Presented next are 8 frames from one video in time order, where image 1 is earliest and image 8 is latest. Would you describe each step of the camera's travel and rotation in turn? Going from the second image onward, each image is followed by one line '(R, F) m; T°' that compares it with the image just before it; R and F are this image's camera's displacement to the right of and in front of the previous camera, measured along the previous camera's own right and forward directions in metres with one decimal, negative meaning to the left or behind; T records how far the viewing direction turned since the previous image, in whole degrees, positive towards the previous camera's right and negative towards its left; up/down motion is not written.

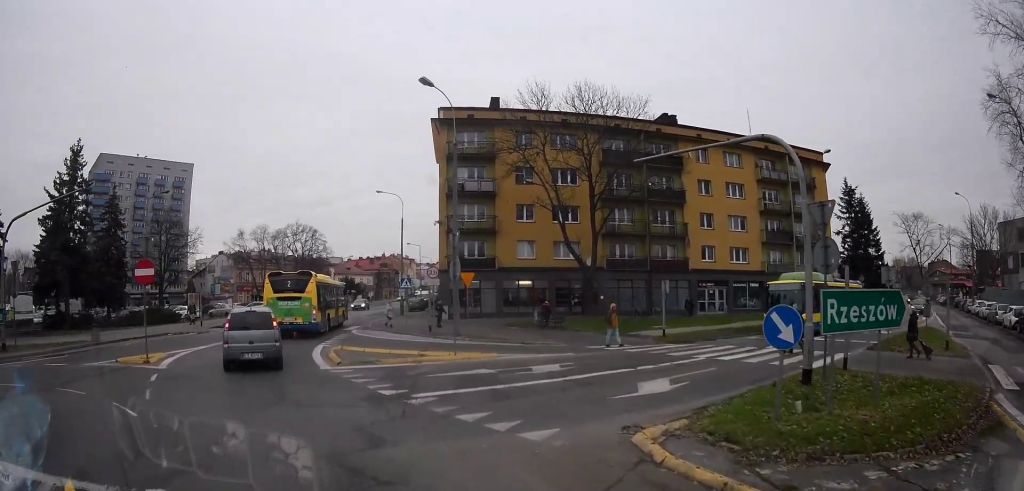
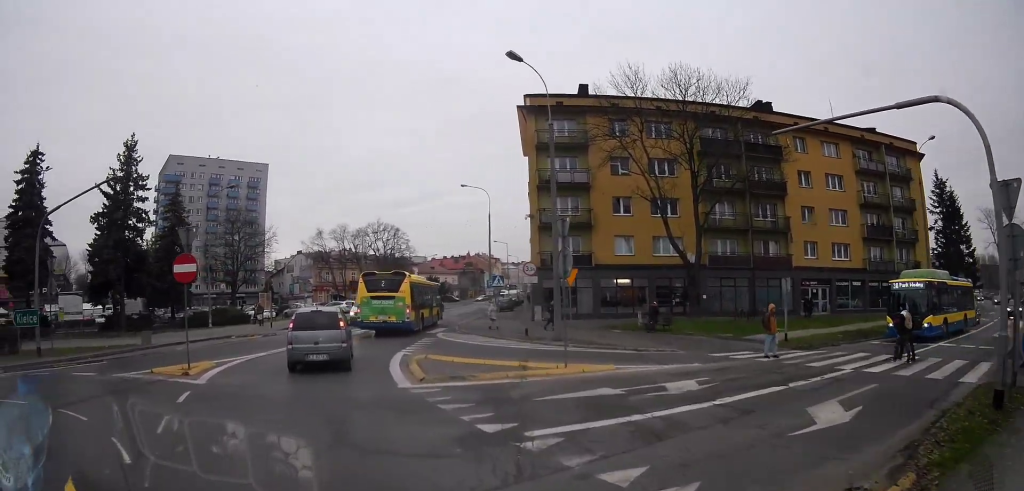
(-0.2, +2.5) m; -6°
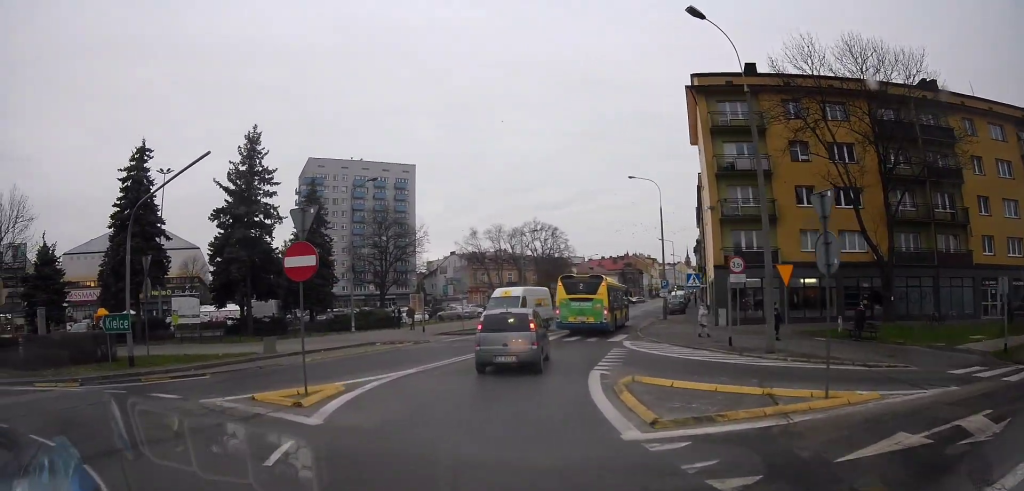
(0.0, +2.8) m; -17°
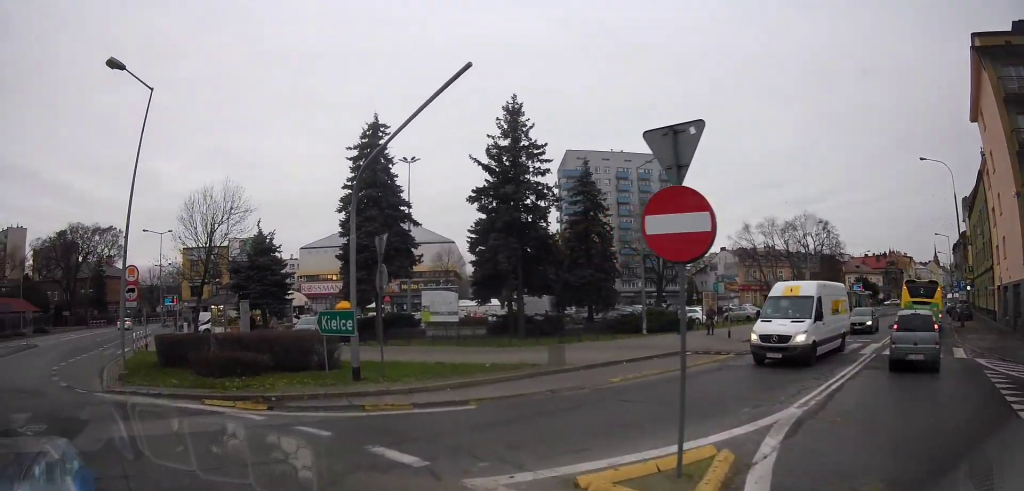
(-1.7, +4.5) m; -29°
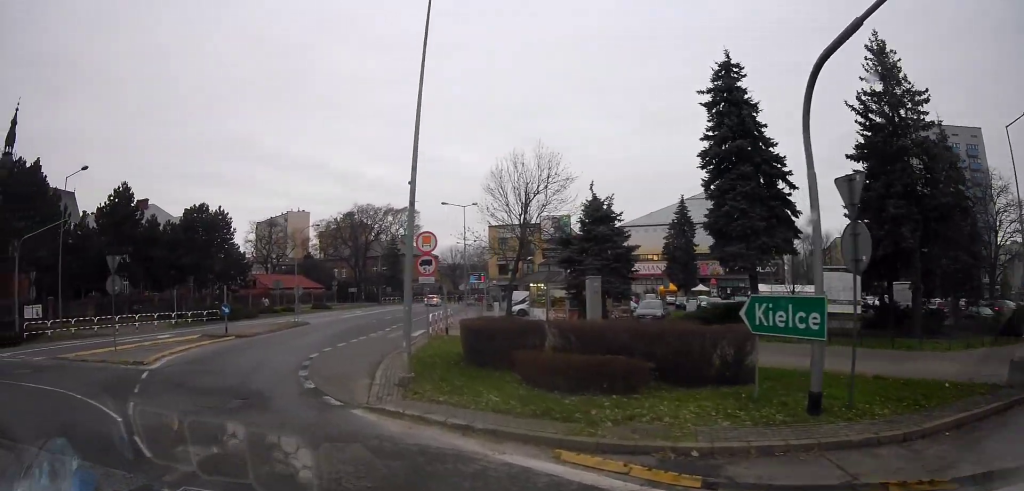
(-0.9, +6.0) m; -28°
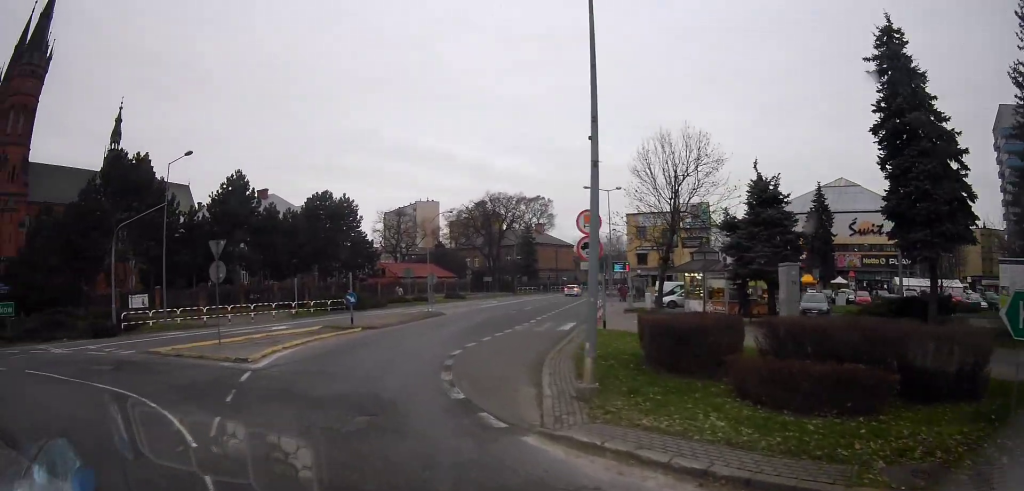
(-0.1, +2.5) m; -21°
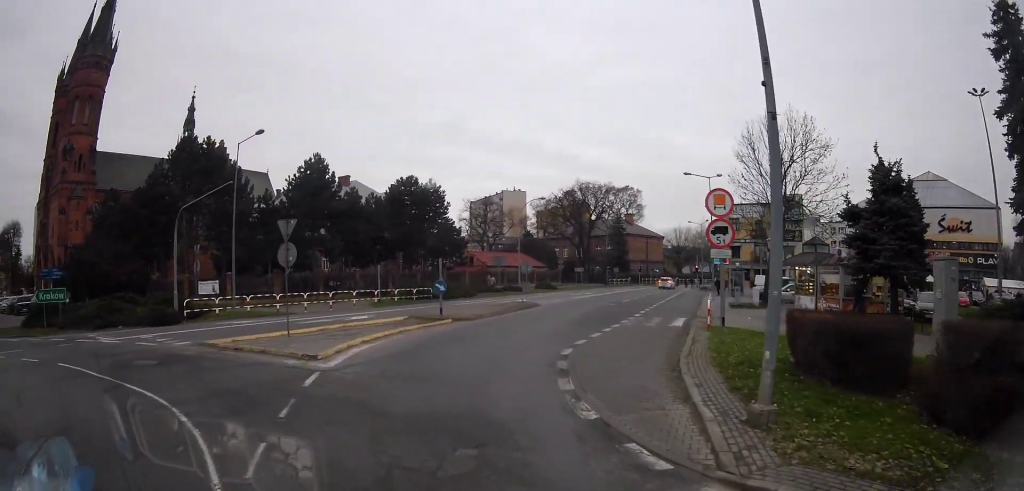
(-0.7, +1.7) m; -8°
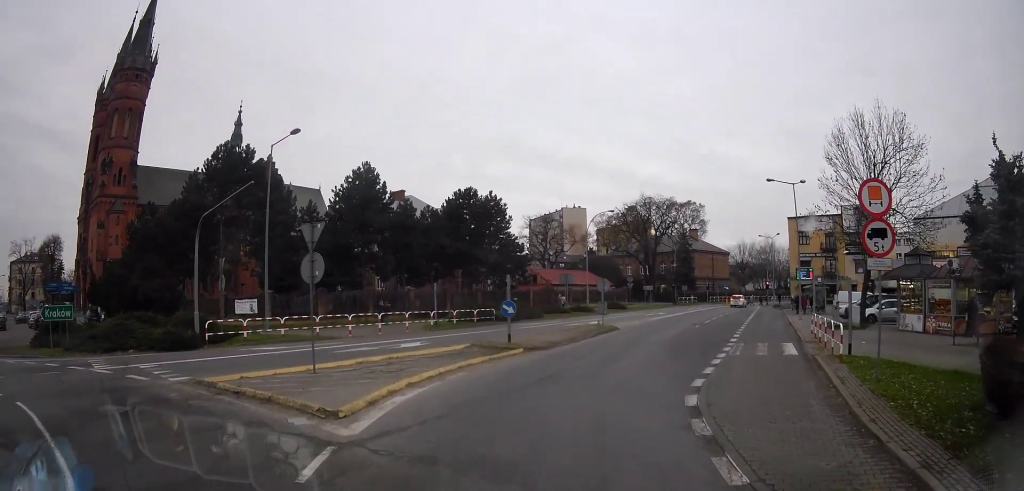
(-0.2, +3.0) m; -6°
